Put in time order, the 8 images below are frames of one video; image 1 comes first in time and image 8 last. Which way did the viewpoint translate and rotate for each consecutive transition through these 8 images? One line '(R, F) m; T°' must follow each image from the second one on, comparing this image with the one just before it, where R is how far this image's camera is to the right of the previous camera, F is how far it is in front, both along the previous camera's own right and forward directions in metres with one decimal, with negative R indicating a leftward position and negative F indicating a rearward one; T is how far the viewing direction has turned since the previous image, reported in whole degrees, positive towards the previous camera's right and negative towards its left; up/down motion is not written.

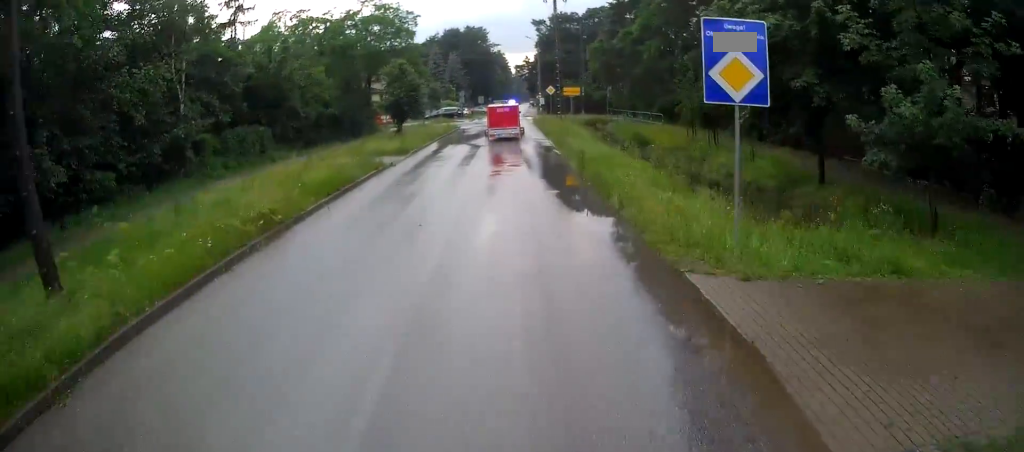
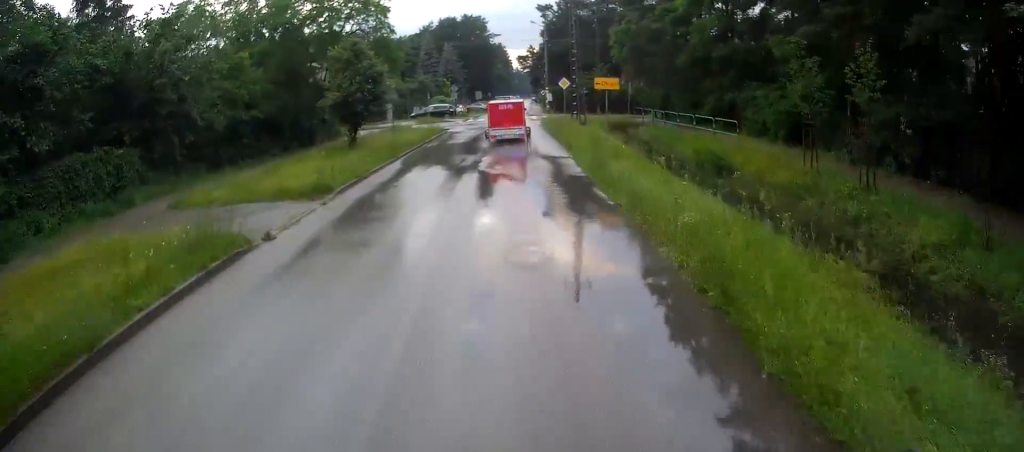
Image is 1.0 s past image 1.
(-0.1, +11.8) m; 0°
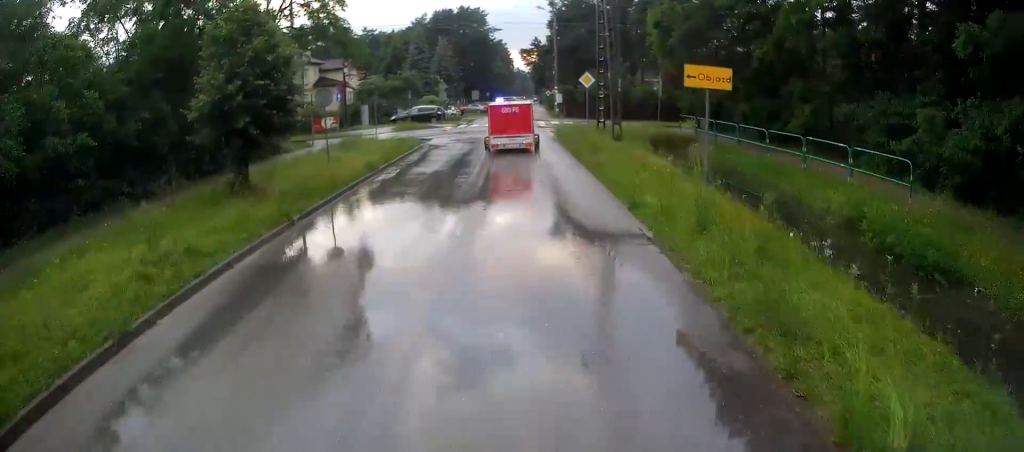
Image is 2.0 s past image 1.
(0.0, +11.7) m; 0°
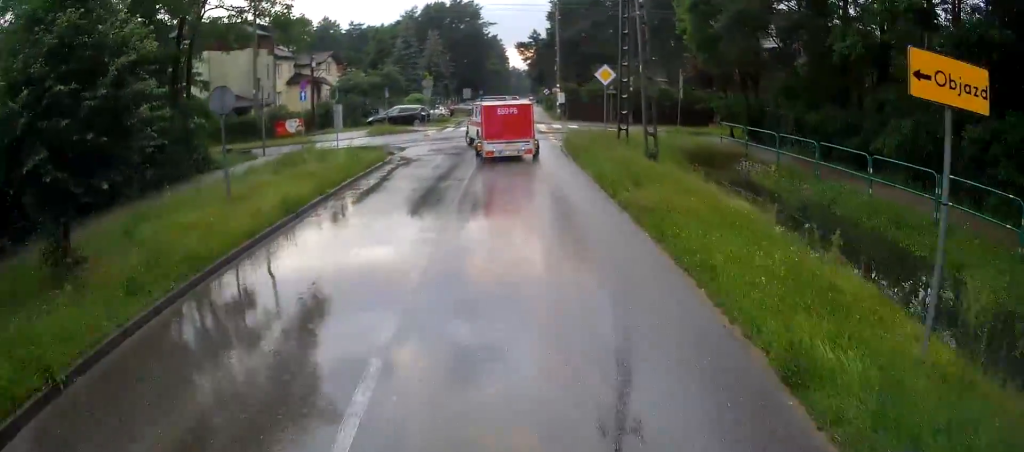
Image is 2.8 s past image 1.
(0.0, +7.2) m; 0°
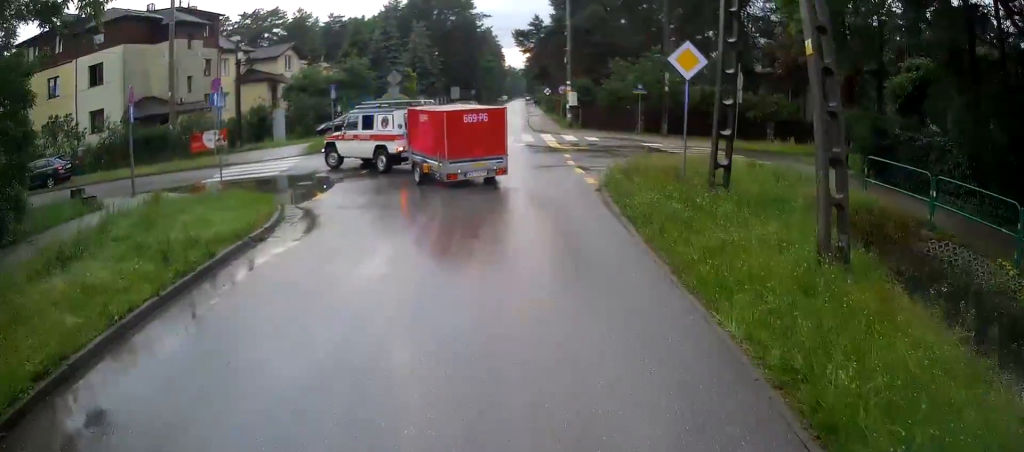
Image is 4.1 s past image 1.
(-0.1, +11.3) m; -2°
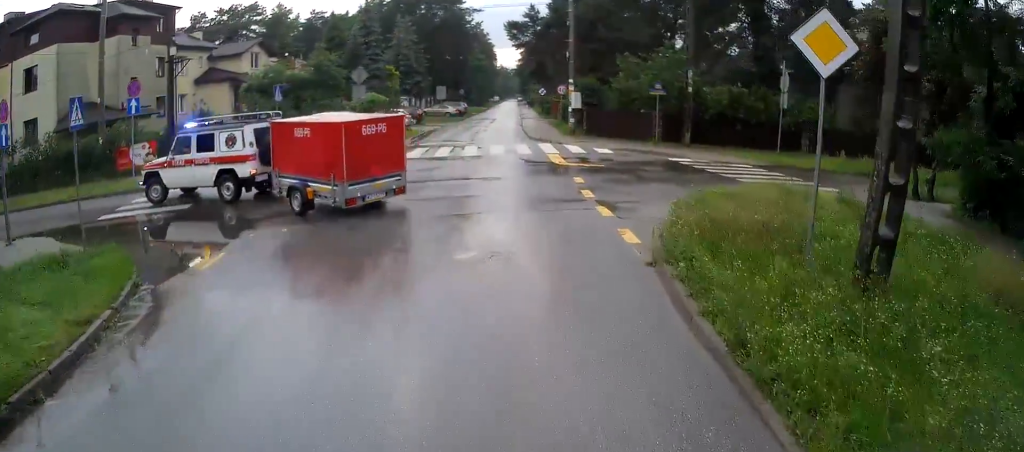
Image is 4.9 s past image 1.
(-0.1, +5.7) m; +1°
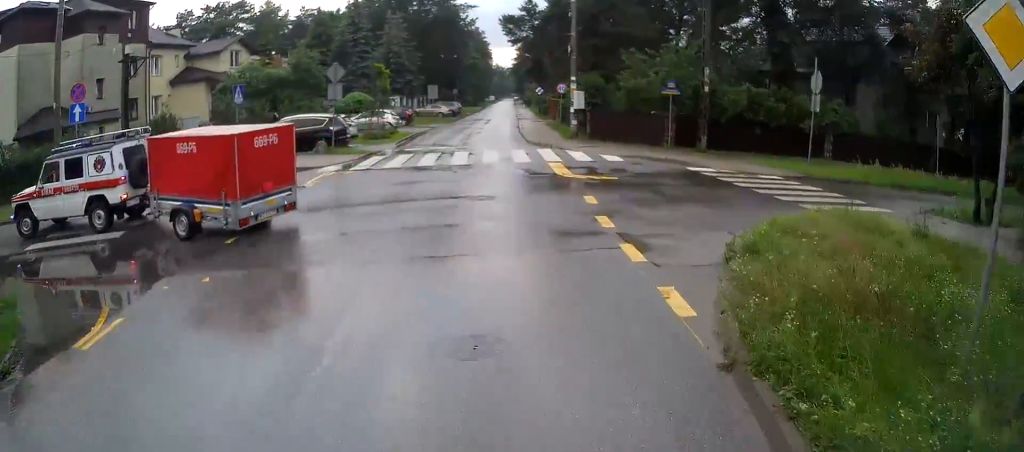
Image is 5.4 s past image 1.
(-0.1, +3.0) m; +1°
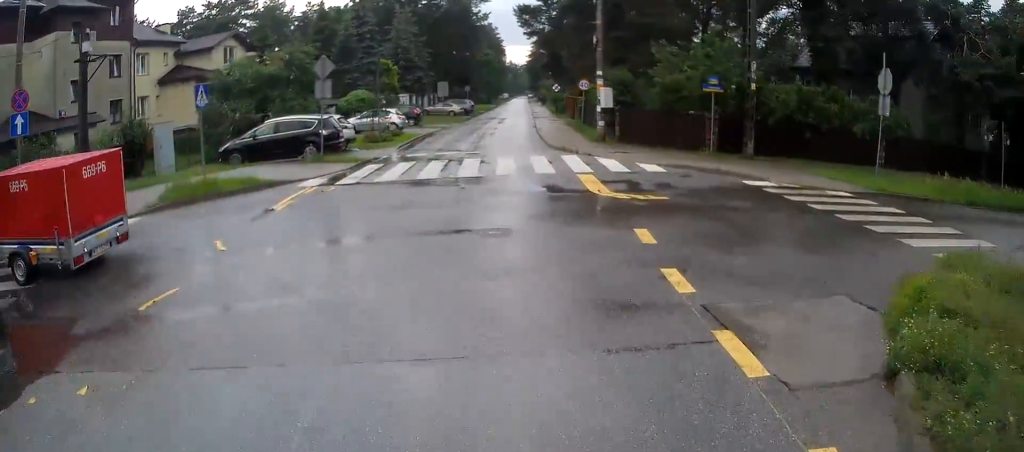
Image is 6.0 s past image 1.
(+0.3, +3.1) m; 0°
